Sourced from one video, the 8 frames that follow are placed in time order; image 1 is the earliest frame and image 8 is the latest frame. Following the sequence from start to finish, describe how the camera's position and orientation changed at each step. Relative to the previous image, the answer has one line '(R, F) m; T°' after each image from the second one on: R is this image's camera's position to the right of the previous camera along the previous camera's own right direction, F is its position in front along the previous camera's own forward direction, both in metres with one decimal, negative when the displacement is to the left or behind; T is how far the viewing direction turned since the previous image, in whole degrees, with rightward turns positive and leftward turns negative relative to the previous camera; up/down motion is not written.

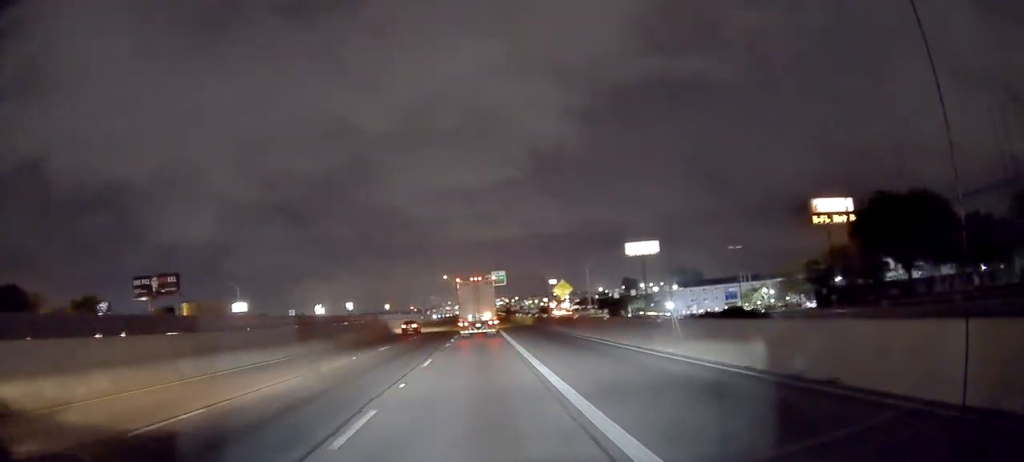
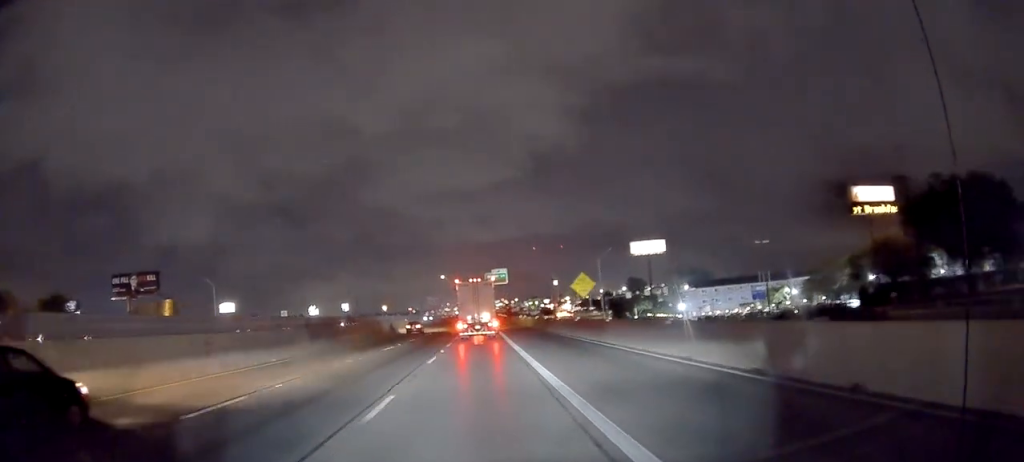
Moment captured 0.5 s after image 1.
(+0.1, +10.1) m; -1°
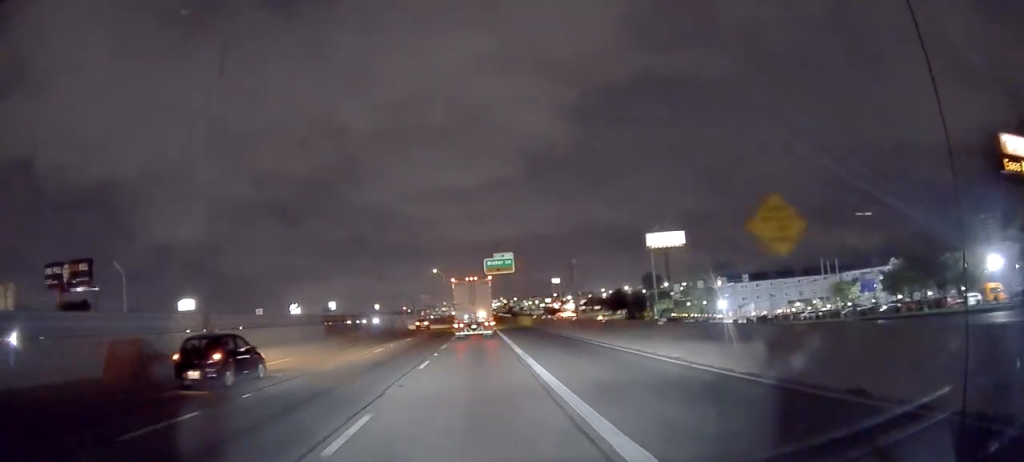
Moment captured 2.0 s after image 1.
(-0.7, +27.1) m; 0°
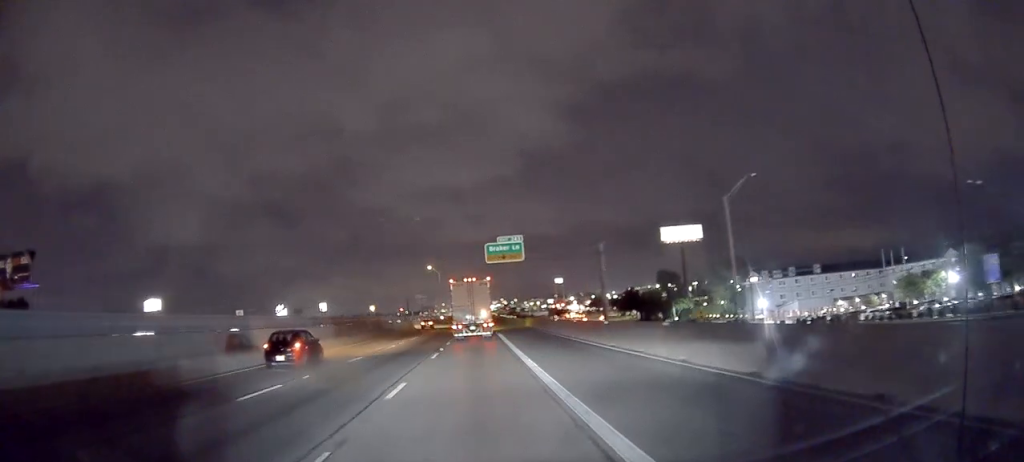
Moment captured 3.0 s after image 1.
(+0.7, +19.0) m; +2°
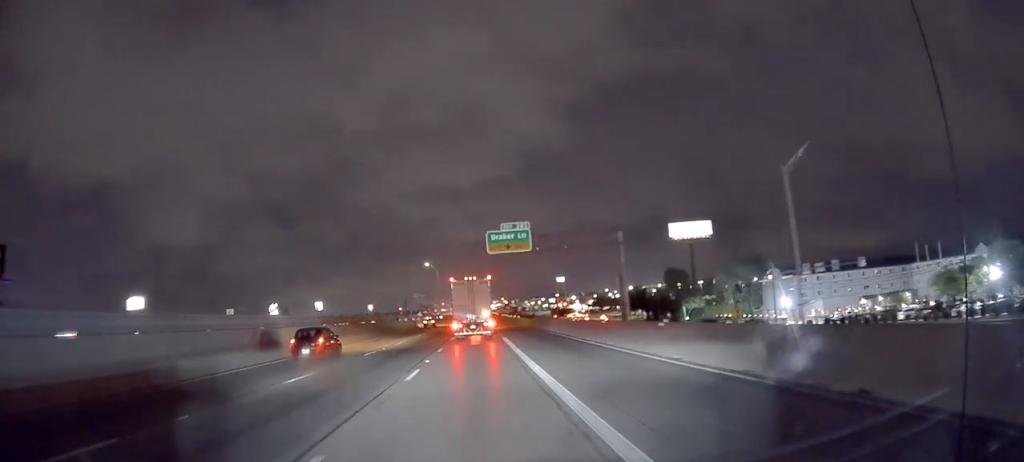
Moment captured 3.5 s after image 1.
(0.0, +8.6) m; -1°
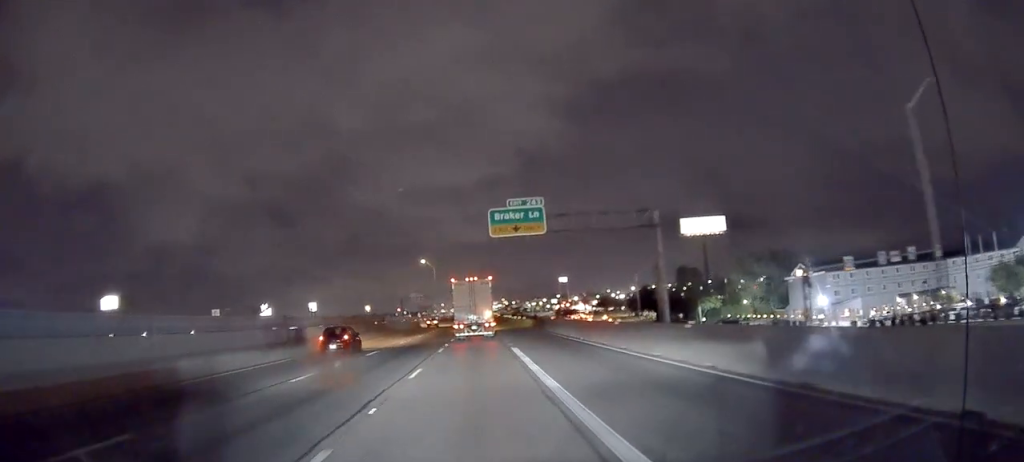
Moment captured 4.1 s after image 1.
(-0.1, +11.7) m; -1°
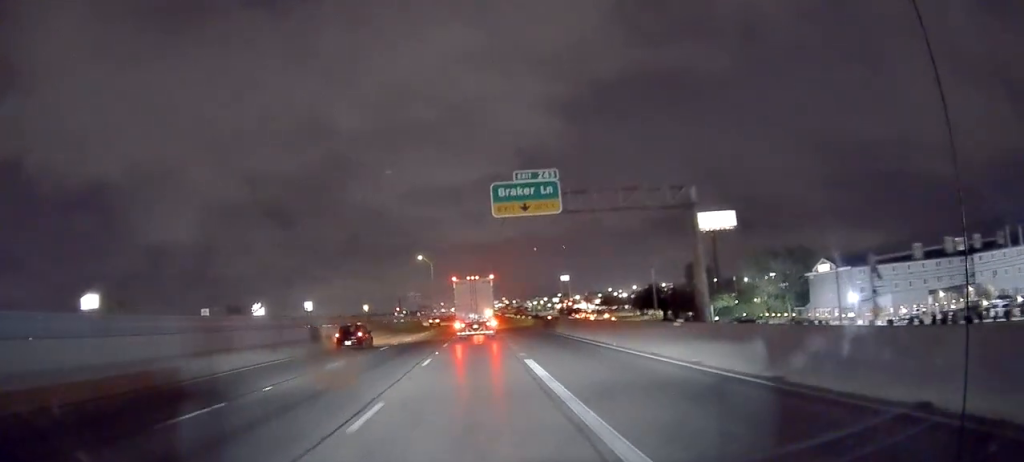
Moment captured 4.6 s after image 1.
(-0.3, +8.0) m; 0°
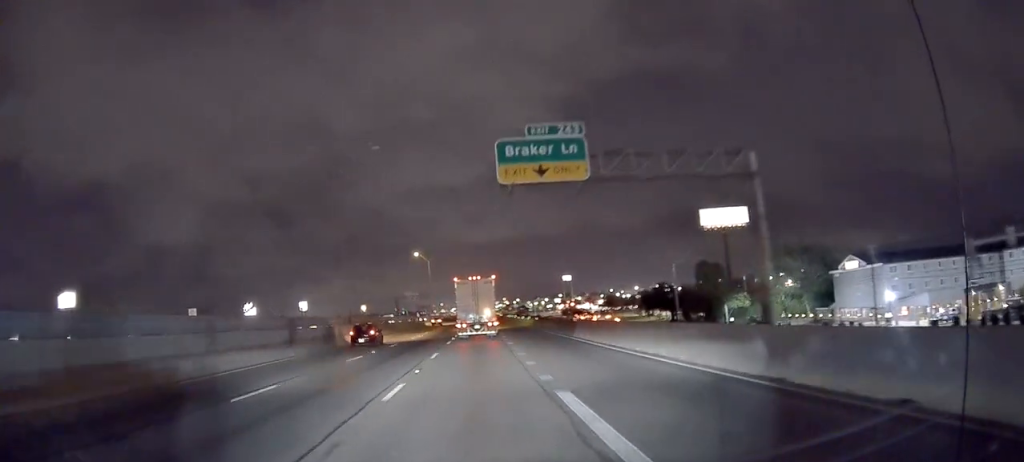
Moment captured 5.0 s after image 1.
(-0.1, +8.6) m; 0°
